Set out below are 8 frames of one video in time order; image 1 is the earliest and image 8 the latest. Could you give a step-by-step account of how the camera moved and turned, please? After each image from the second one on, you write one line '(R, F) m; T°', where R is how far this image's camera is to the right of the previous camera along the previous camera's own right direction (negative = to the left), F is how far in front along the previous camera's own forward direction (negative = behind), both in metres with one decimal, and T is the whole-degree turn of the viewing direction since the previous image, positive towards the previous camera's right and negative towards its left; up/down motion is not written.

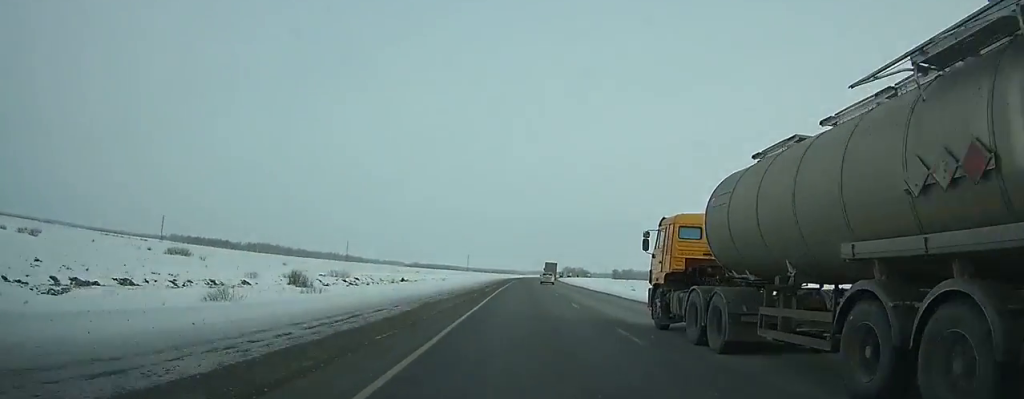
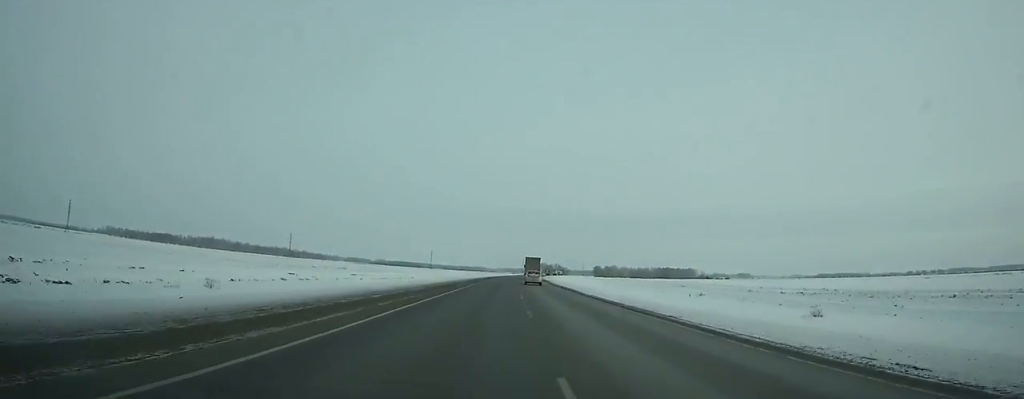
(+1.8, +85.5) m; +2°
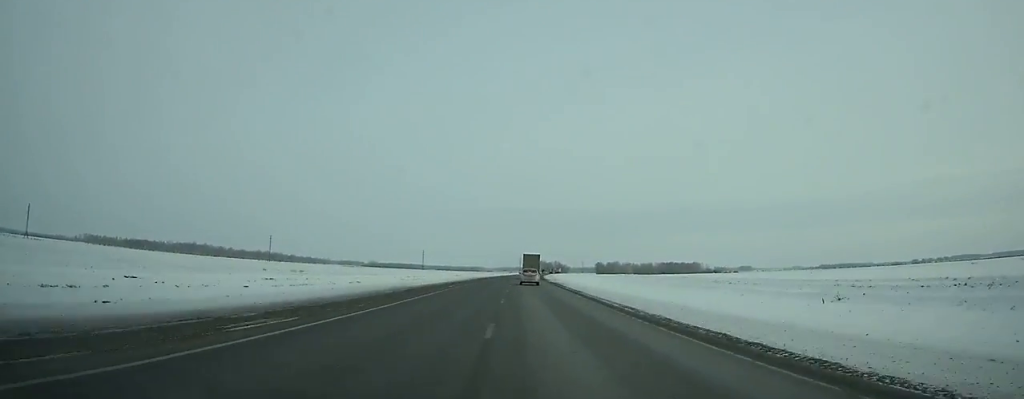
(+0.3, +38.7) m; +1°
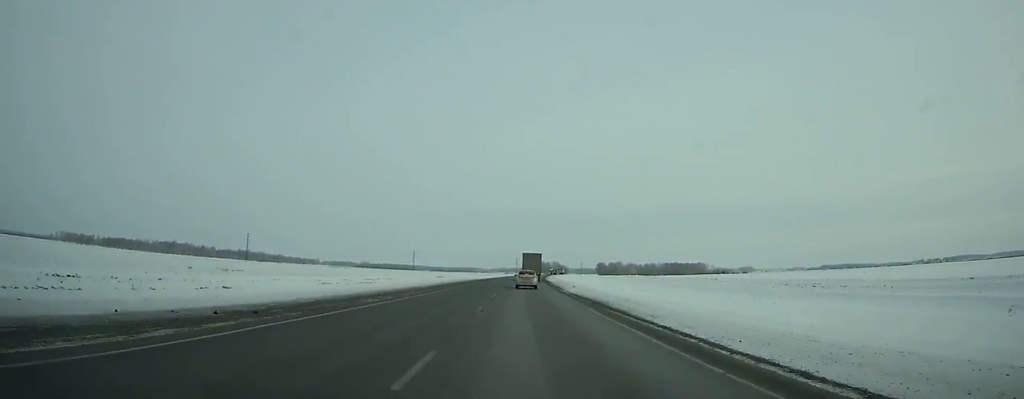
(+0.3, +38.7) m; +1°
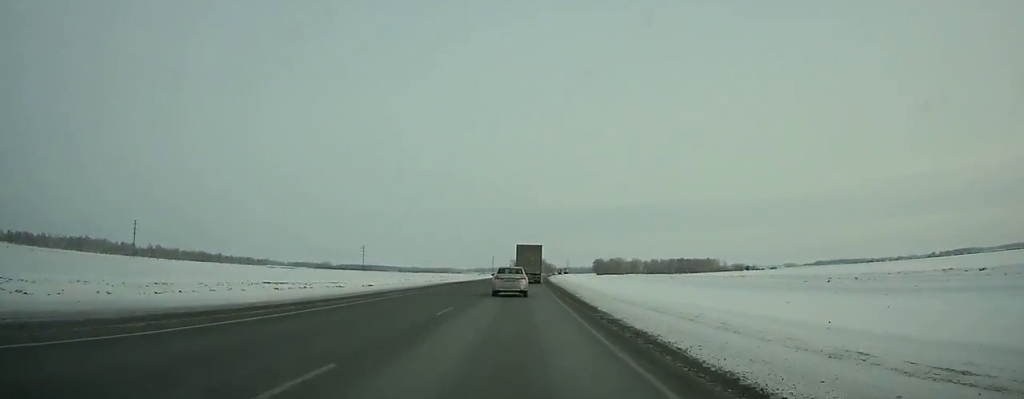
(+2.5, +132.7) m; +2°
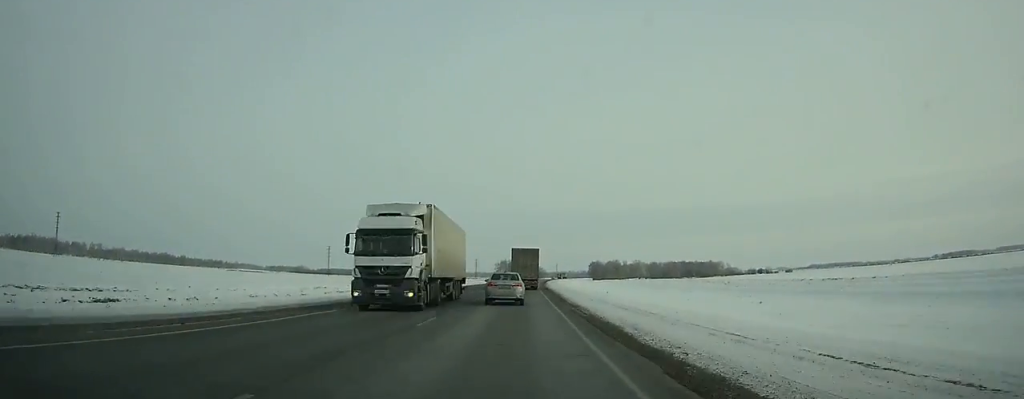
(+0.6, +63.4) m; +1°
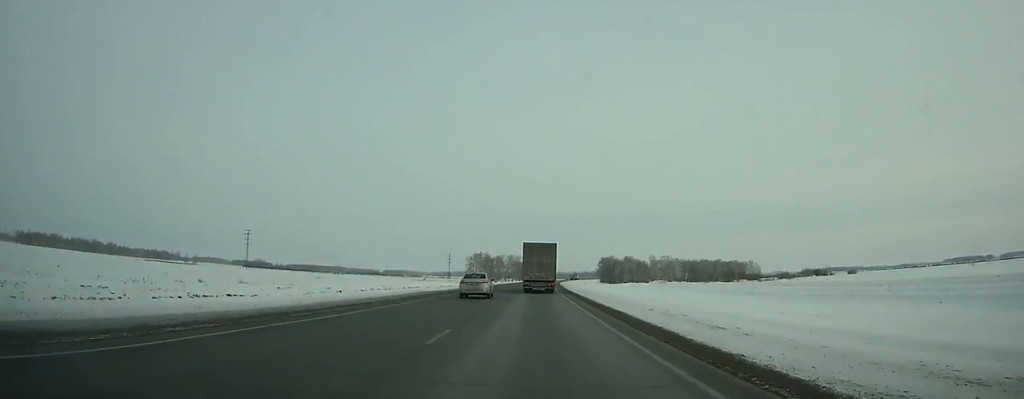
(+1.3, +127.5) m; +1°
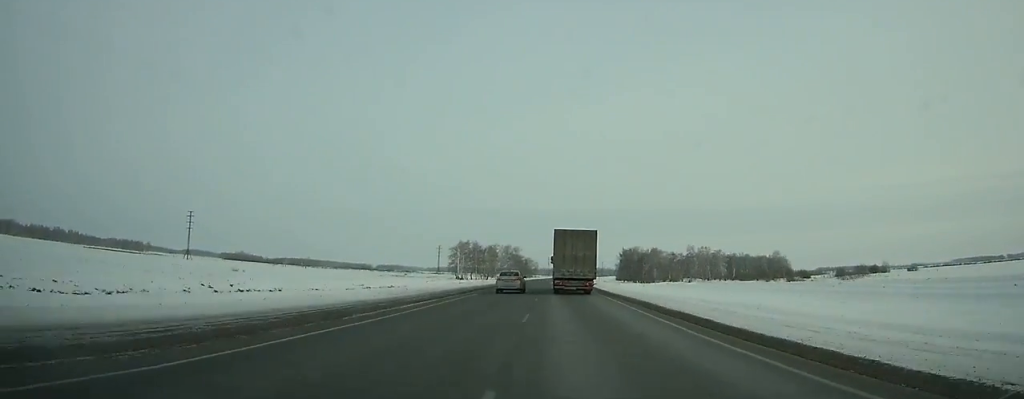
(+0.5, +70.2) m; +1°
